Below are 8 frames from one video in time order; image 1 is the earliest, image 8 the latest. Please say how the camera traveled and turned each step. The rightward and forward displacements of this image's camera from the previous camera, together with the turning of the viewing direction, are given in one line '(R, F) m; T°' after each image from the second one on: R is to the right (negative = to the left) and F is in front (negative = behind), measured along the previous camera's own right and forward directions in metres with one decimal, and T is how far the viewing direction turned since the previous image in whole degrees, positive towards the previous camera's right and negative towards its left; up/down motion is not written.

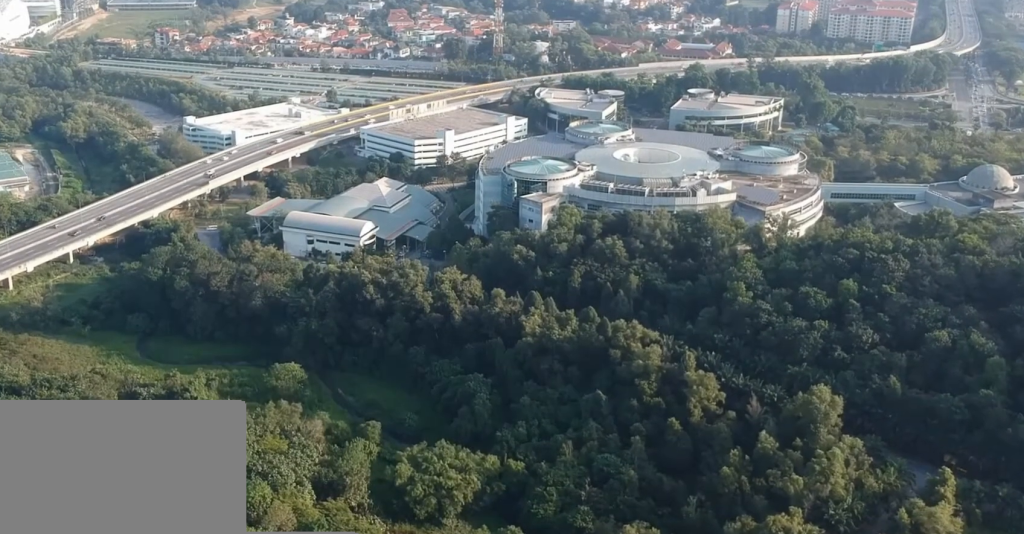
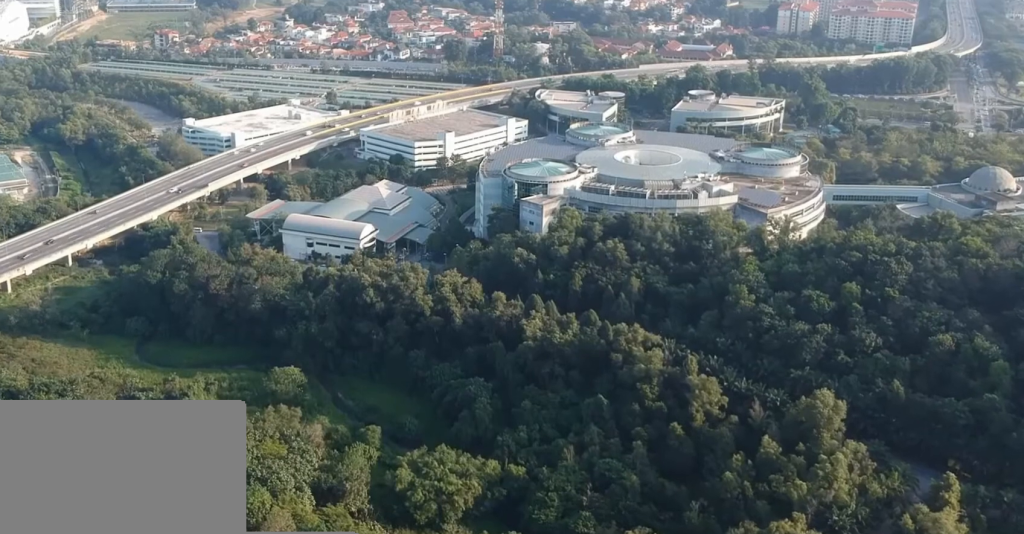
(0.0, +2.2) m; 0°
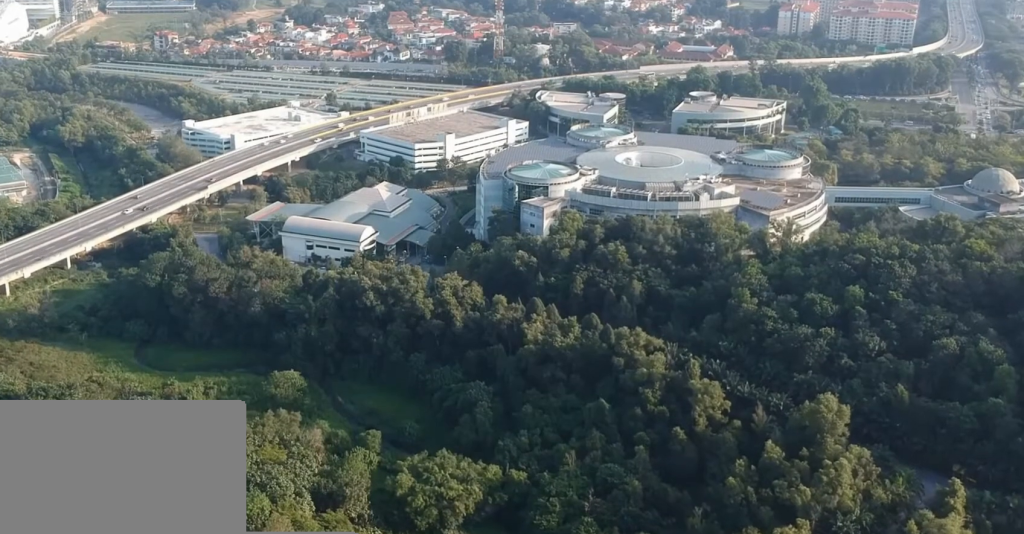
(0.0, +2.3) m; 0°
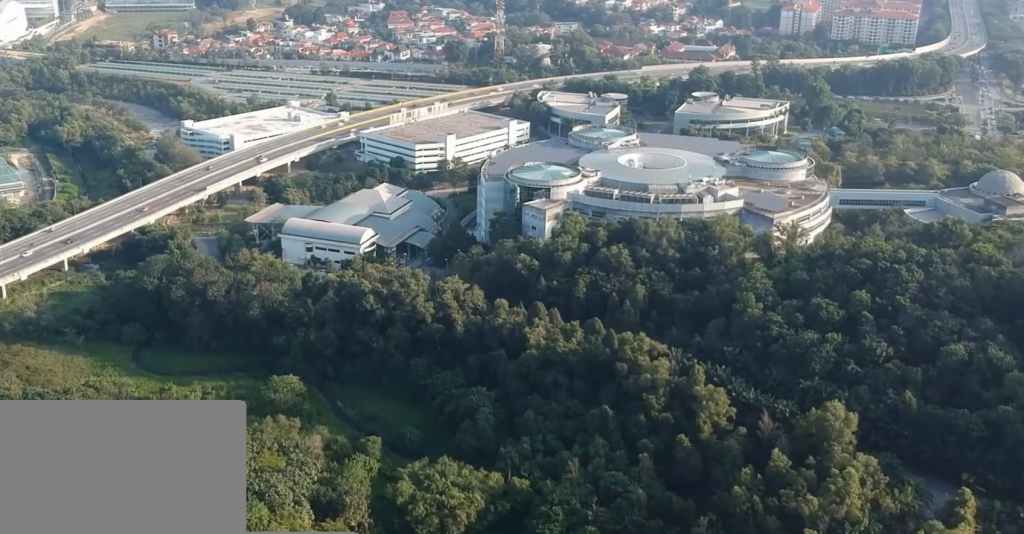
(+0.1, +4.7) m; +1°
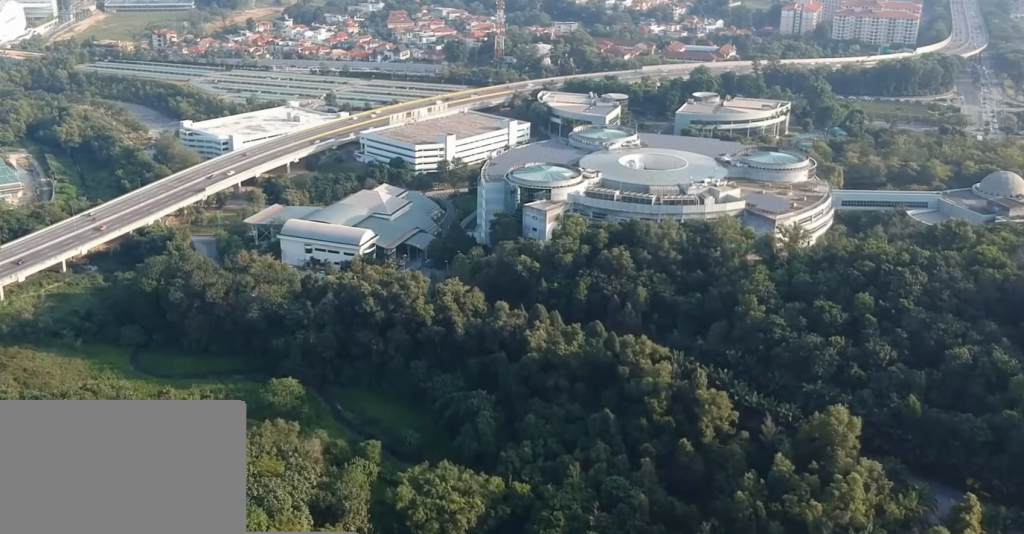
(0.0, +2.6) m; +1°
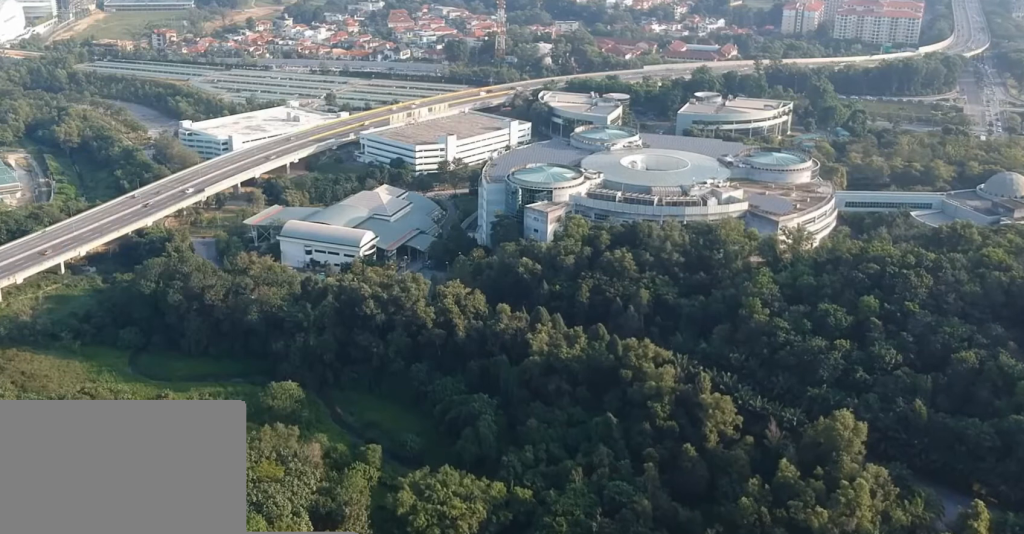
(0.0, +3.2) m; +1°
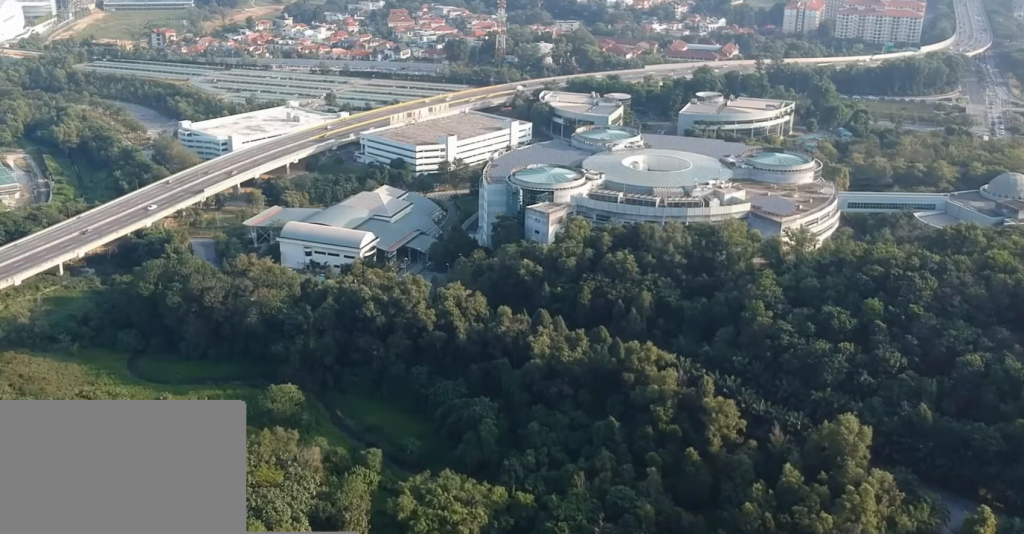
(0.0, +2.6) m; 0°
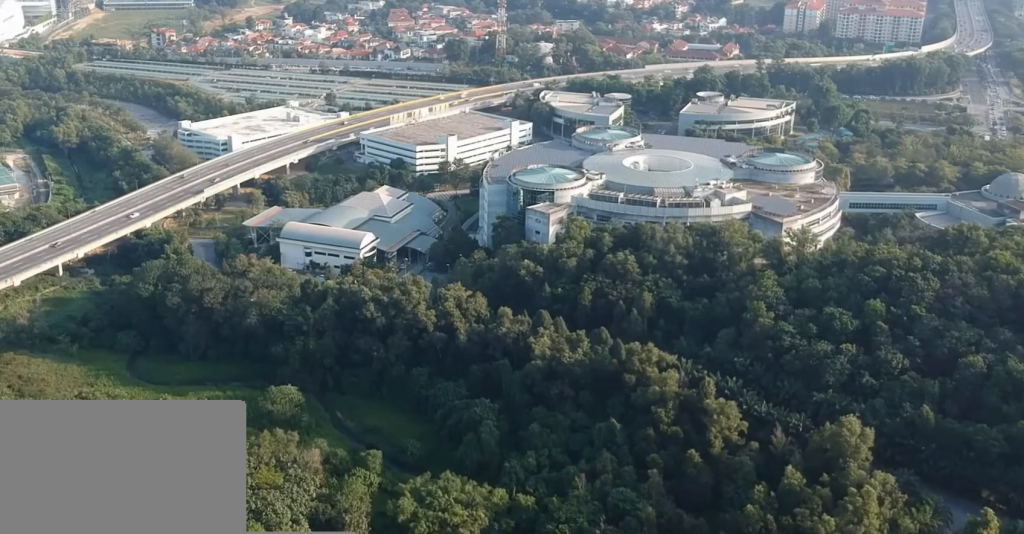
(0.0, +1.2) m; 0°
